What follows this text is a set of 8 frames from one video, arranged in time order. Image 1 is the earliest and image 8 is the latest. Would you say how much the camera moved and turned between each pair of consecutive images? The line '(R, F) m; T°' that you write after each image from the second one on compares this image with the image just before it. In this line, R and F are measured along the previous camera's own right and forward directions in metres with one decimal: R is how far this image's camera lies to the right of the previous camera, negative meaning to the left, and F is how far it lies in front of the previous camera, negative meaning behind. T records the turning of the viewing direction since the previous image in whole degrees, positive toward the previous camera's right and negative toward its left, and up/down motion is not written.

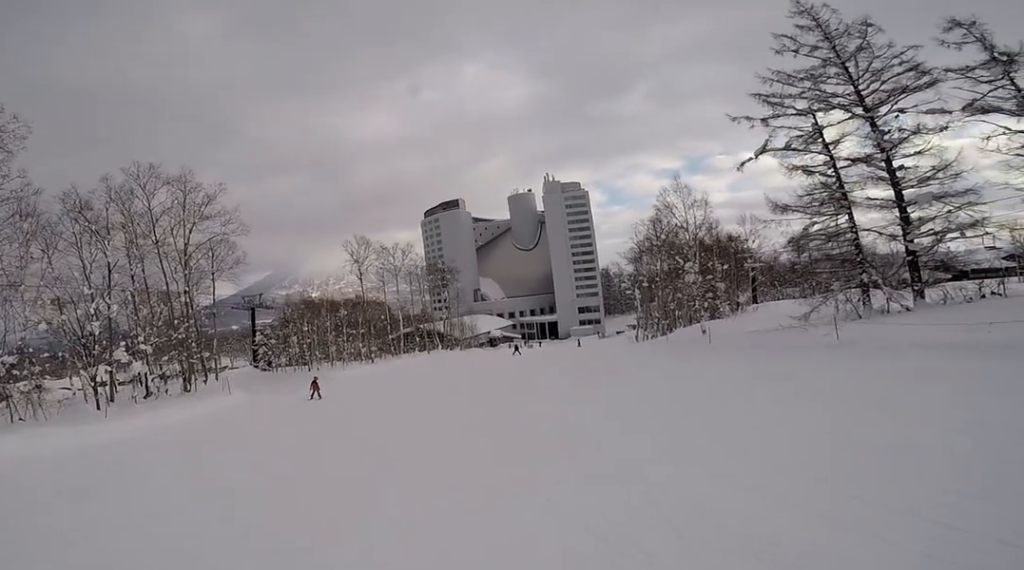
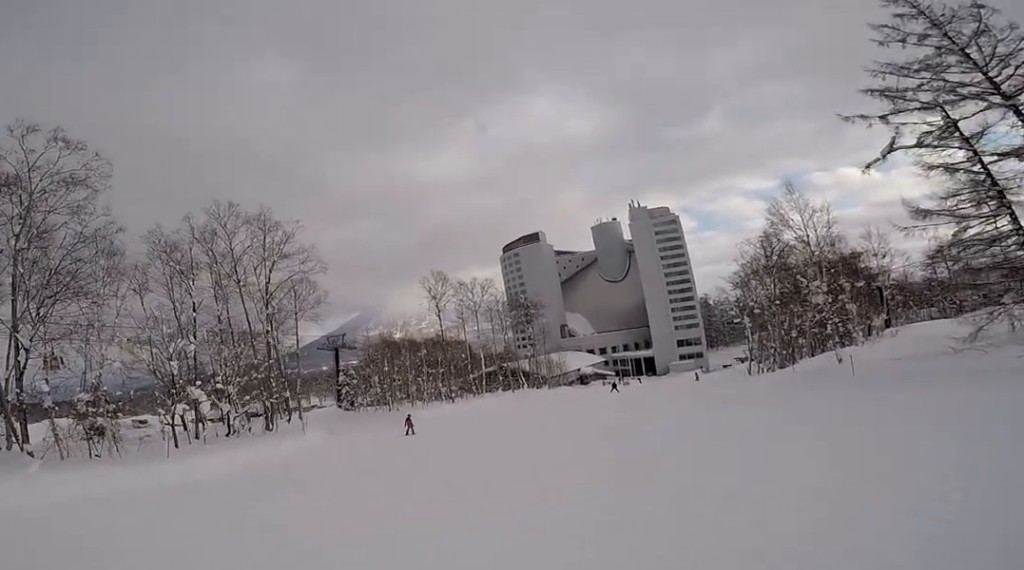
(-0.7, +2.9) m; +1°
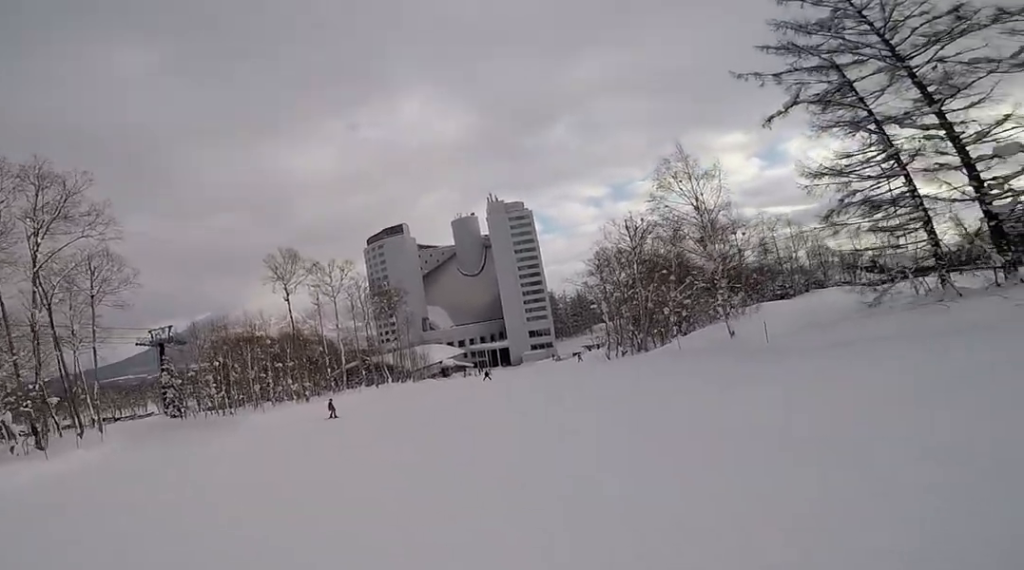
(+2.4, +8.9) m; +15°
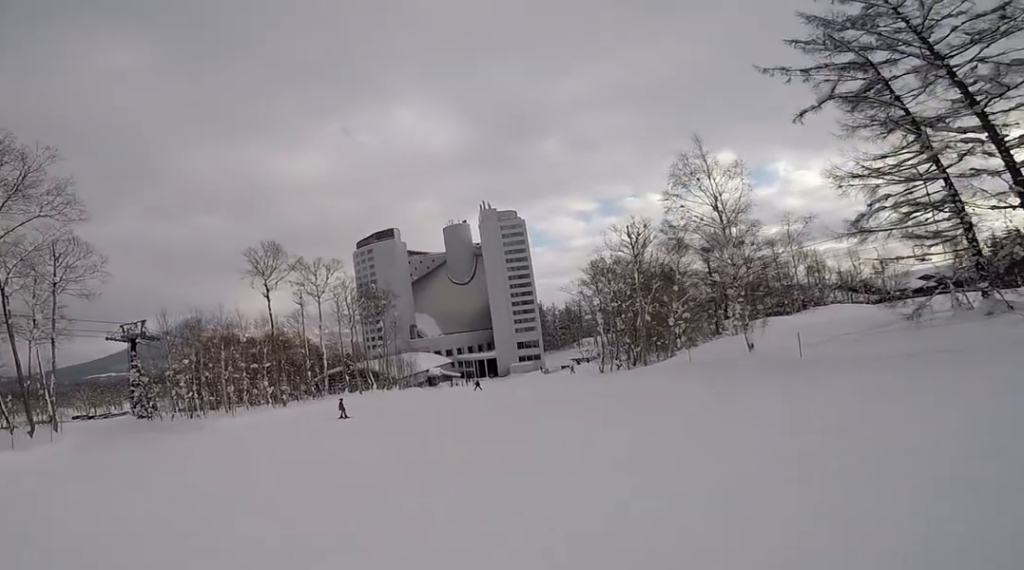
(0.0, +3.0) m; 0°
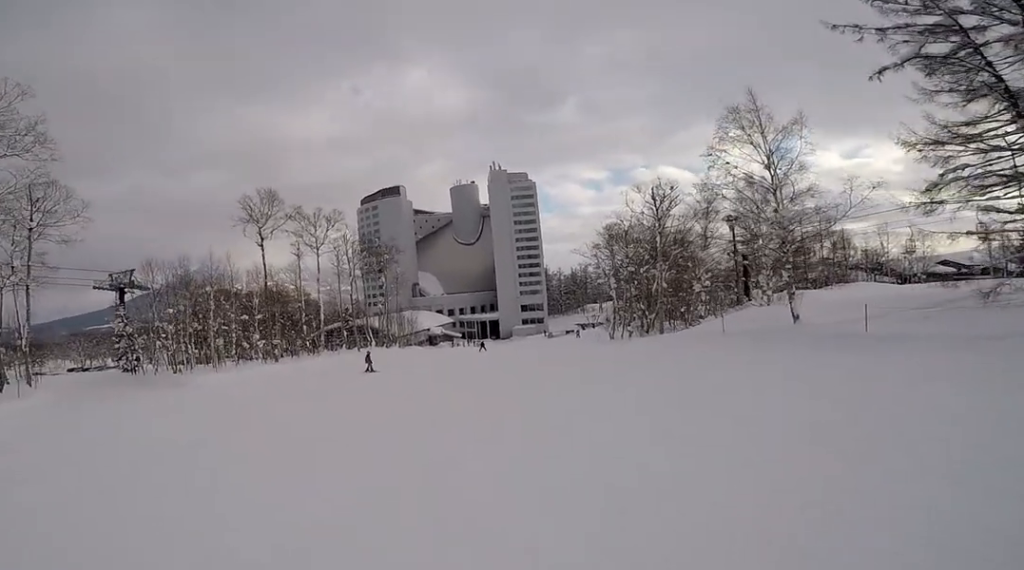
(0.0, +2.8) m; 0°
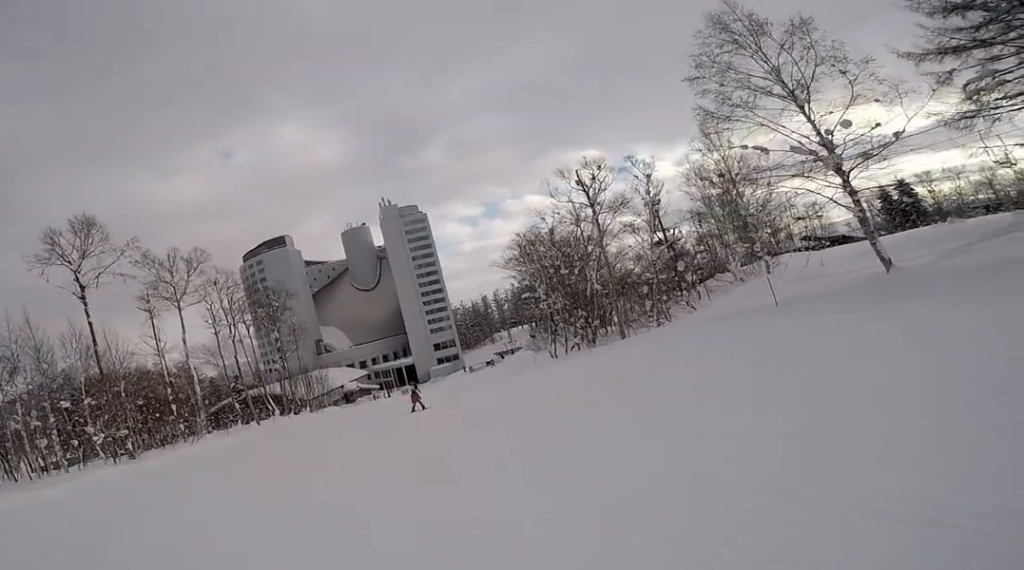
(0.0, +10.5) m; 0°
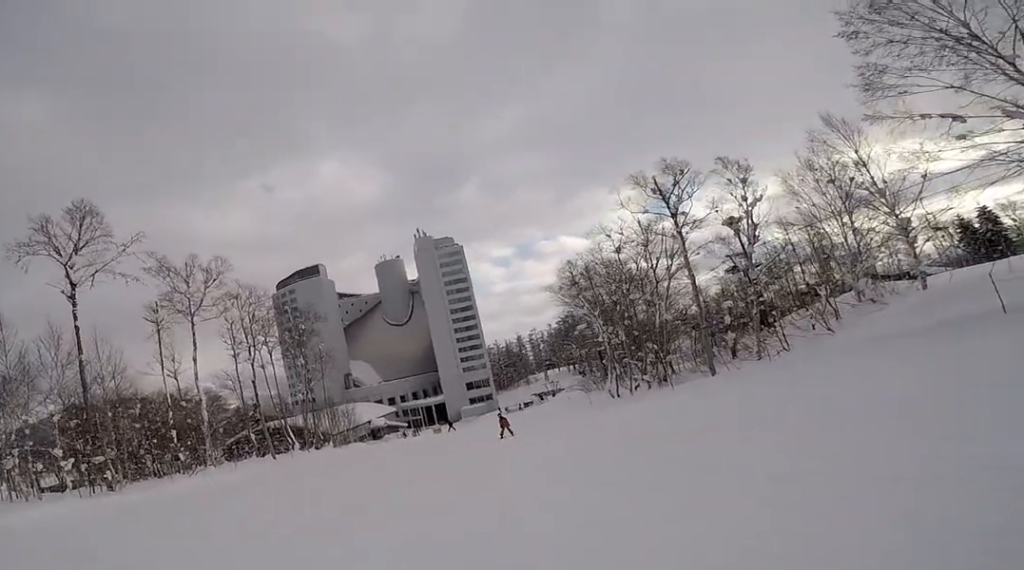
(0.0, +5.7) m; 0°
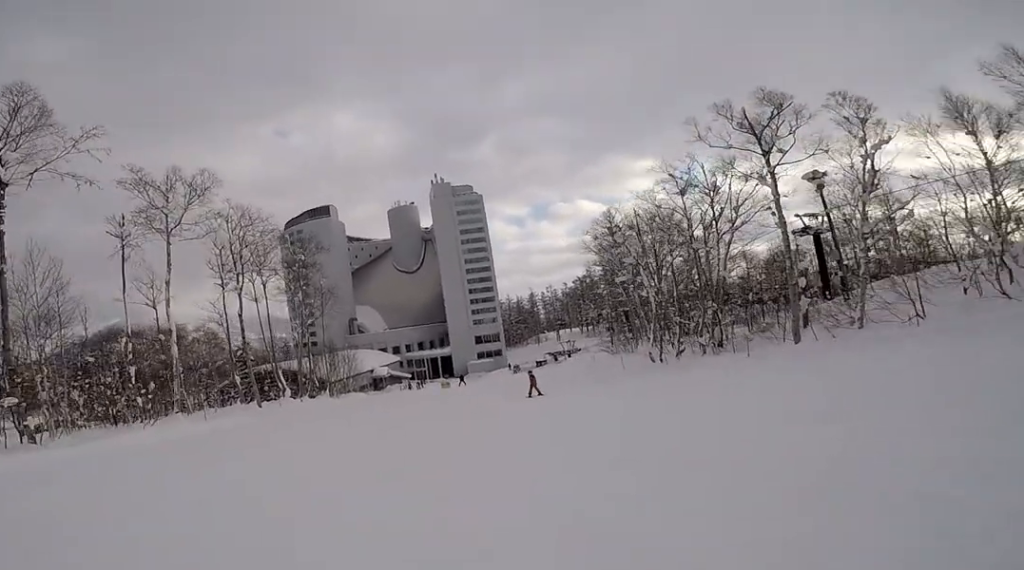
(0.0, +5.9) m; +3°
